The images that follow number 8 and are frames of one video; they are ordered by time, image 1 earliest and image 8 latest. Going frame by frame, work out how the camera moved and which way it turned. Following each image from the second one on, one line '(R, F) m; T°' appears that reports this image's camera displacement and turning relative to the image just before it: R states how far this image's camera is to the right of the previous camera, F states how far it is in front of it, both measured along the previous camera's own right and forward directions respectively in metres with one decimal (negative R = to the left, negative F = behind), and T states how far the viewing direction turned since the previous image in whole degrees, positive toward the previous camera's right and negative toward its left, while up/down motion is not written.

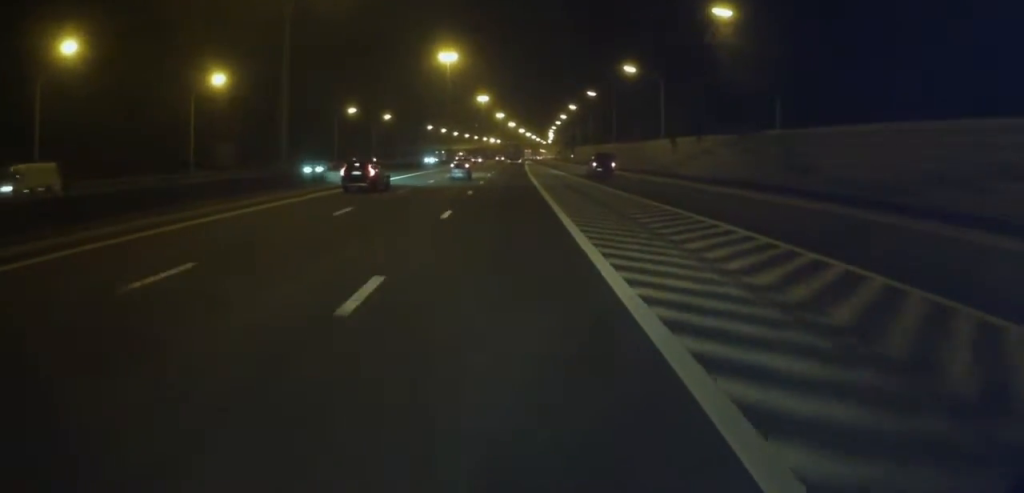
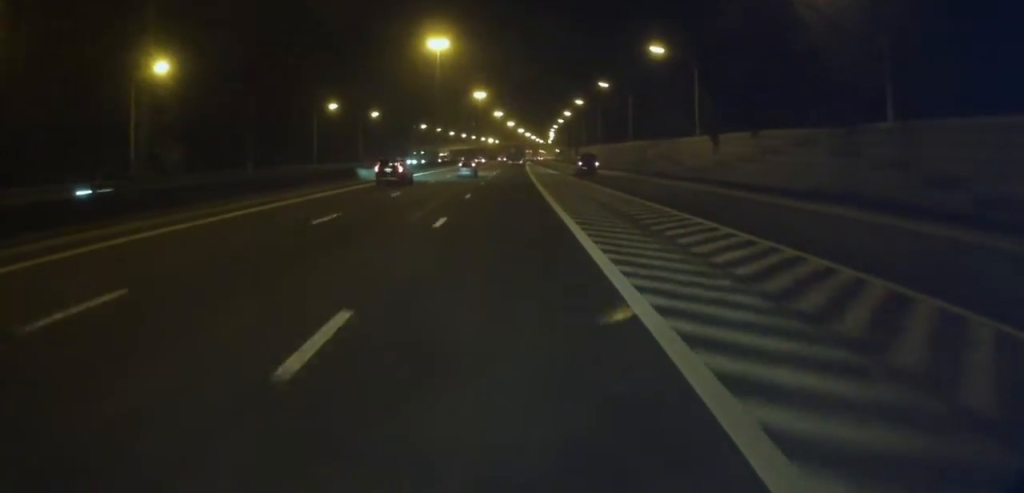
(-0.1, +14.9) m; 0°
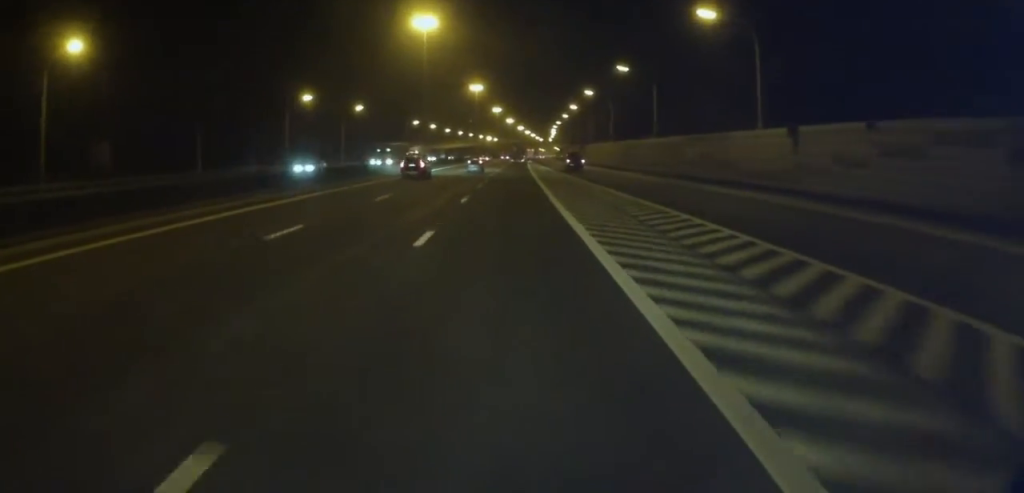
(-0.3, +16.5) m; -1°
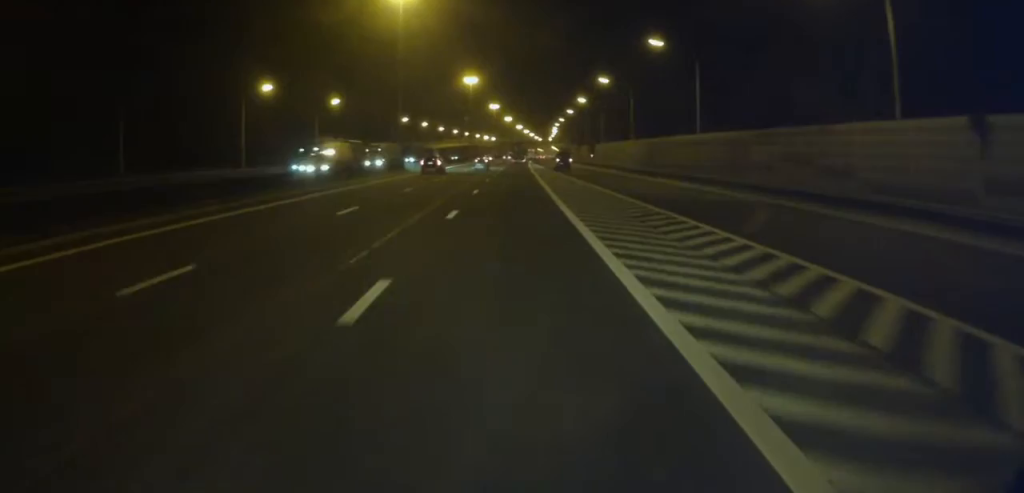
(0.0, +18.9) m; +1°
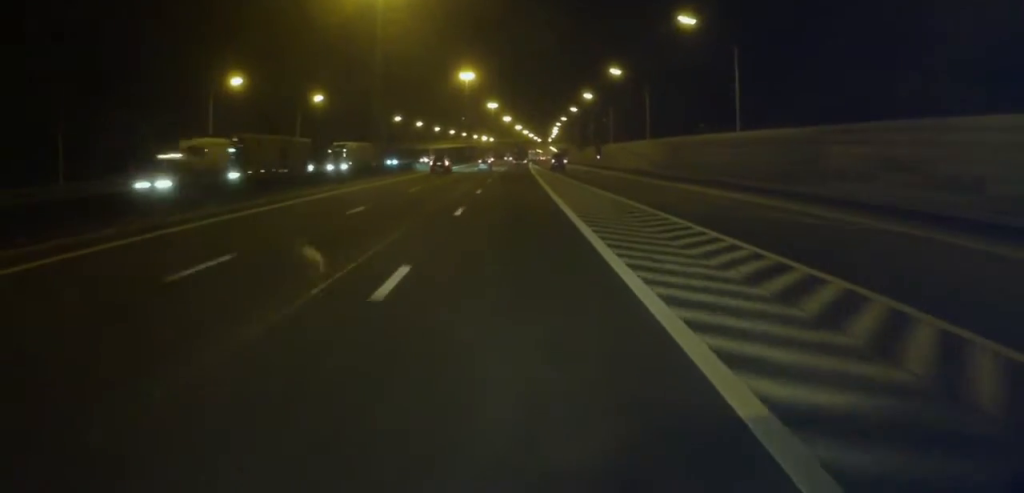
(+0.1, +11.0) m; 0°
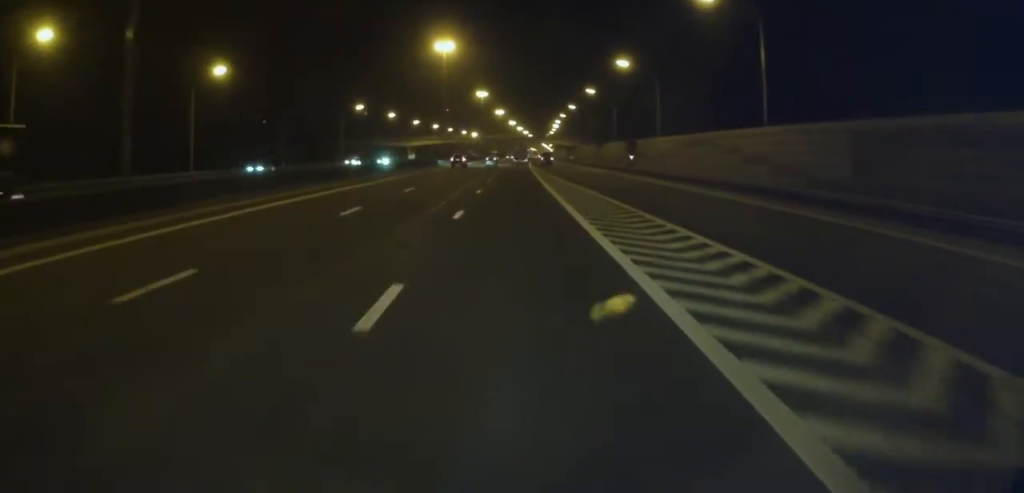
(-0.1, +39.3) m; 0°
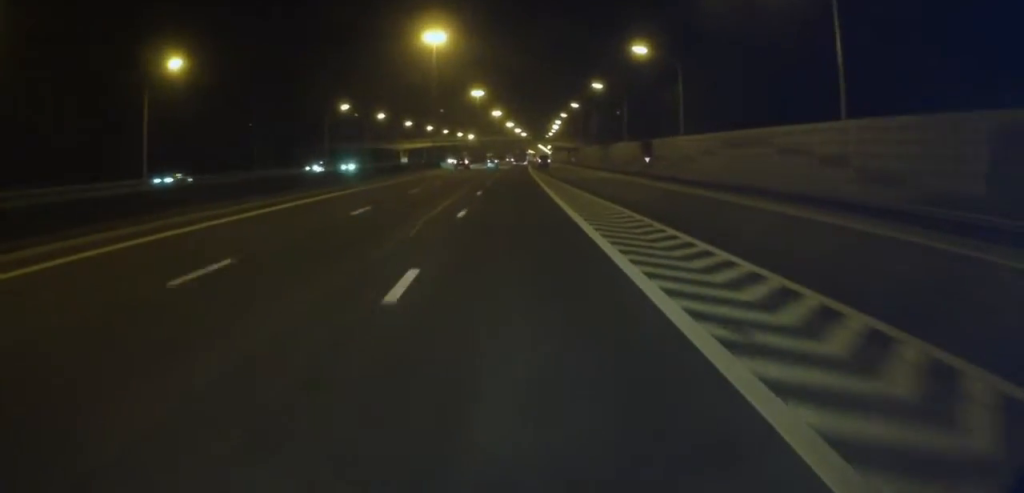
(+0.2, +11.0) m; +1°
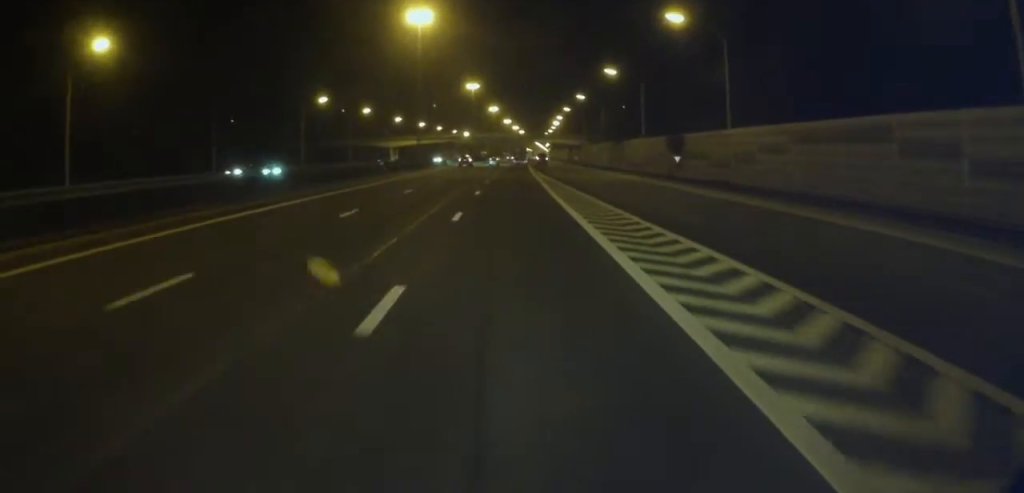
(+0.2, +14.2) m; +1°
